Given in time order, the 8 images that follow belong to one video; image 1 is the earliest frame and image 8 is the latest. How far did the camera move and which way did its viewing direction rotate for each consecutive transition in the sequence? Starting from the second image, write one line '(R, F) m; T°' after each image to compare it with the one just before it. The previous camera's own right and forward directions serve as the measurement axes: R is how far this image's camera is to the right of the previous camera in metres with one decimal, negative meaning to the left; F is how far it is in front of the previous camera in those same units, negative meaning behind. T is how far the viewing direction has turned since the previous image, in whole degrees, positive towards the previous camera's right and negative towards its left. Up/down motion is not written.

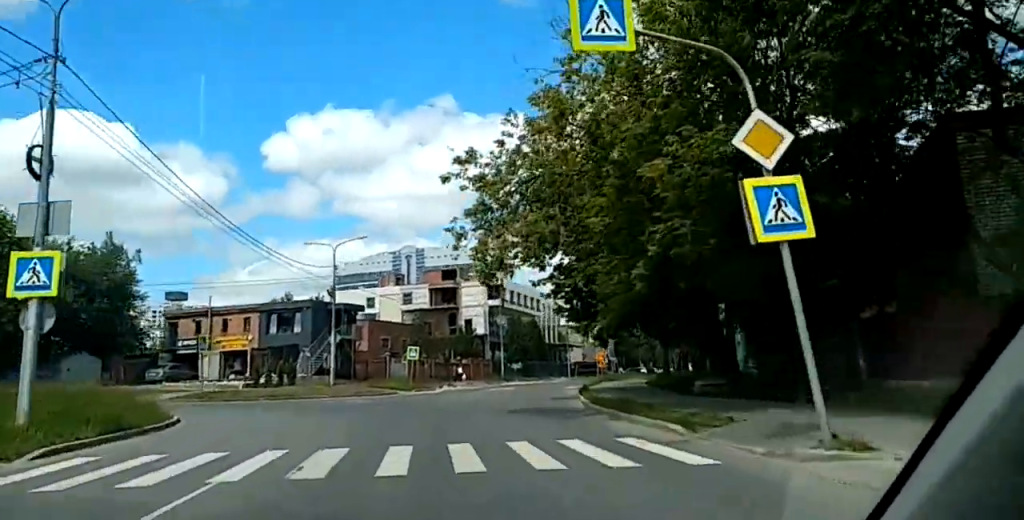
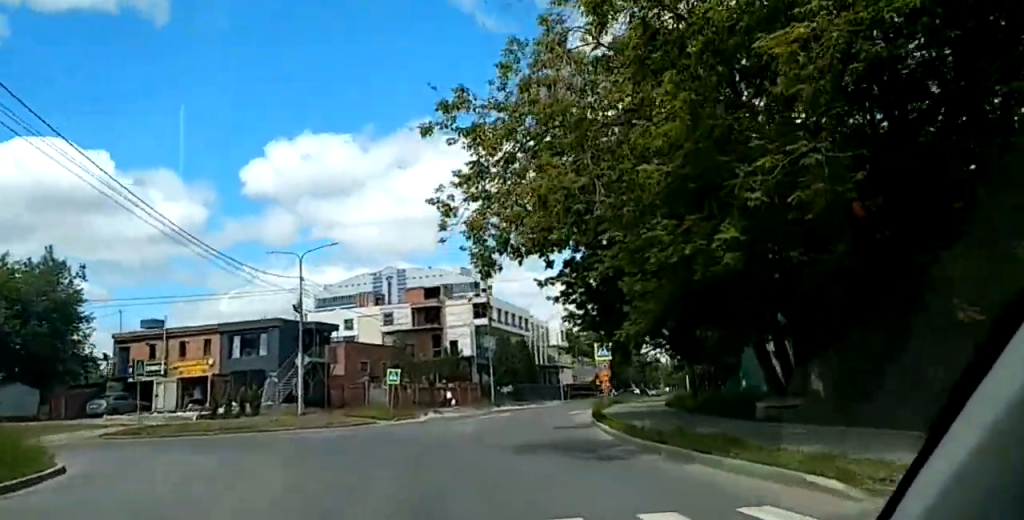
(0.0, +6.3) m; 0°
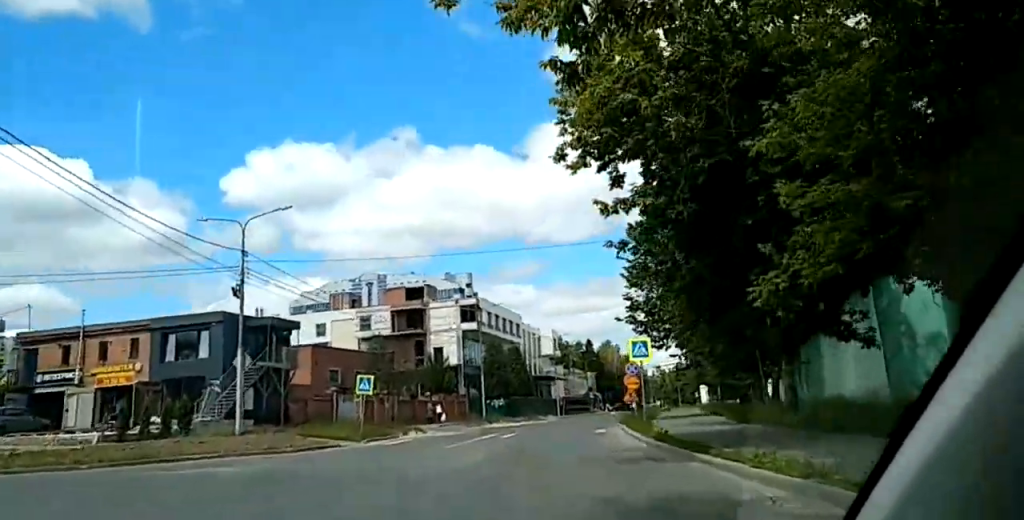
(0.0, +11.6) m; -1°
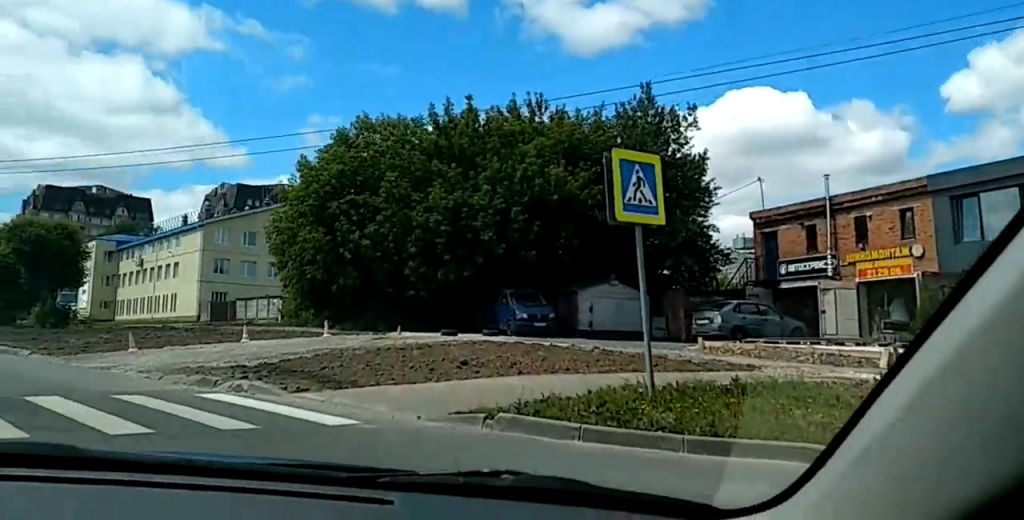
(-3.0, +20.4) m; -31°
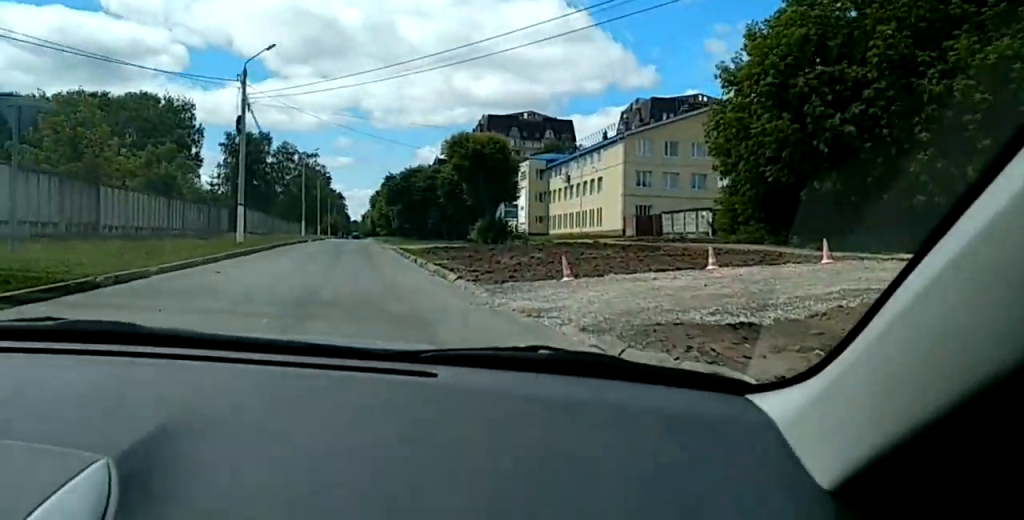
(-1.8, +7.3) m; -25°
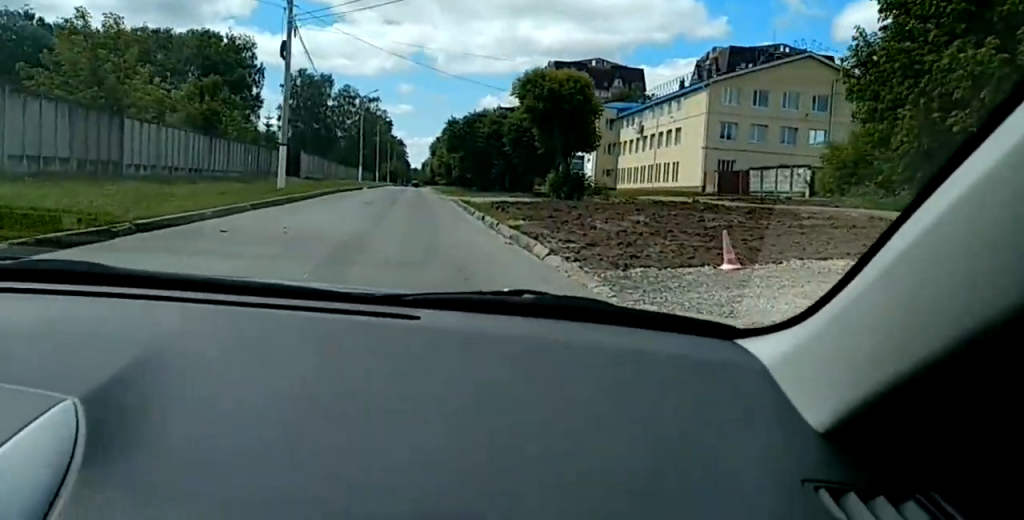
(-0.8, +5.0) m; -12°
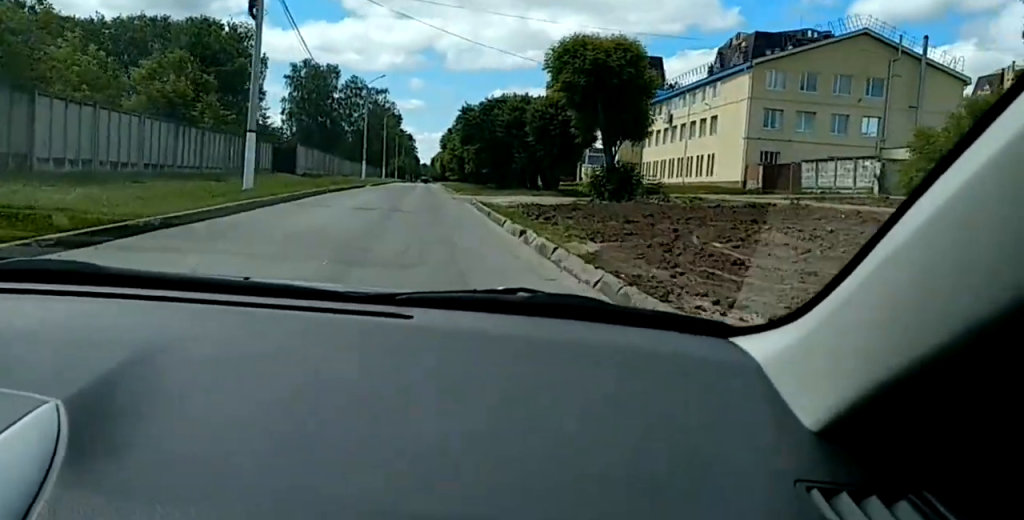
(-0.4, +6.5) m; 0°
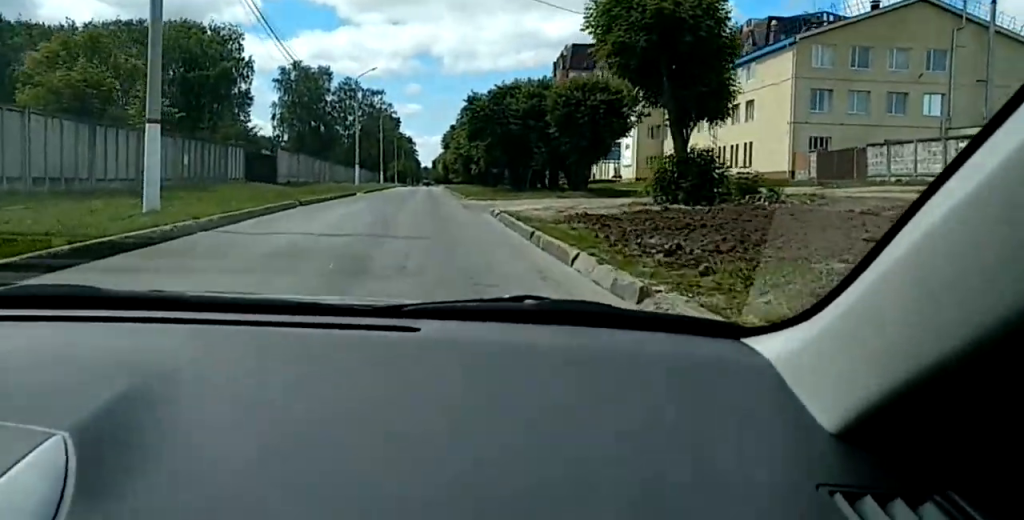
(+0.2, +8.0) m; -6°
